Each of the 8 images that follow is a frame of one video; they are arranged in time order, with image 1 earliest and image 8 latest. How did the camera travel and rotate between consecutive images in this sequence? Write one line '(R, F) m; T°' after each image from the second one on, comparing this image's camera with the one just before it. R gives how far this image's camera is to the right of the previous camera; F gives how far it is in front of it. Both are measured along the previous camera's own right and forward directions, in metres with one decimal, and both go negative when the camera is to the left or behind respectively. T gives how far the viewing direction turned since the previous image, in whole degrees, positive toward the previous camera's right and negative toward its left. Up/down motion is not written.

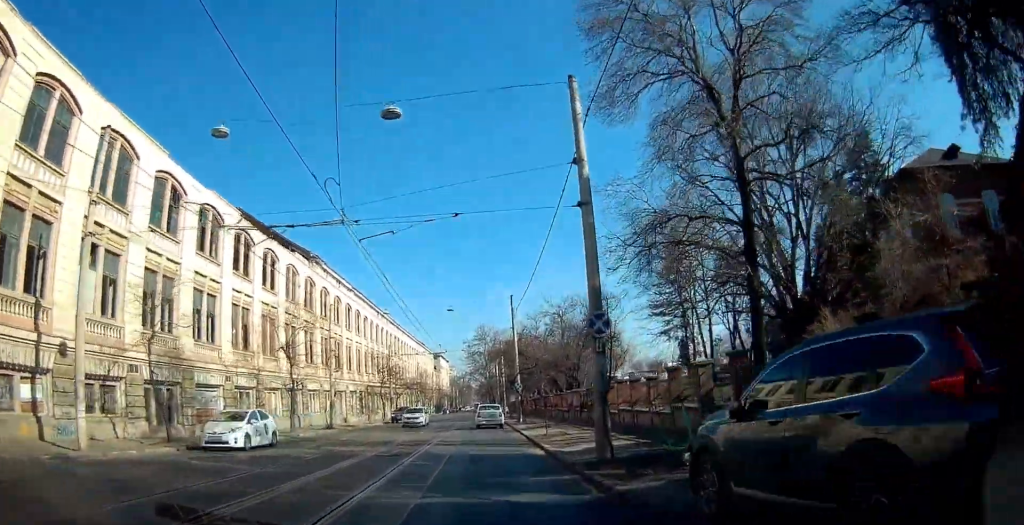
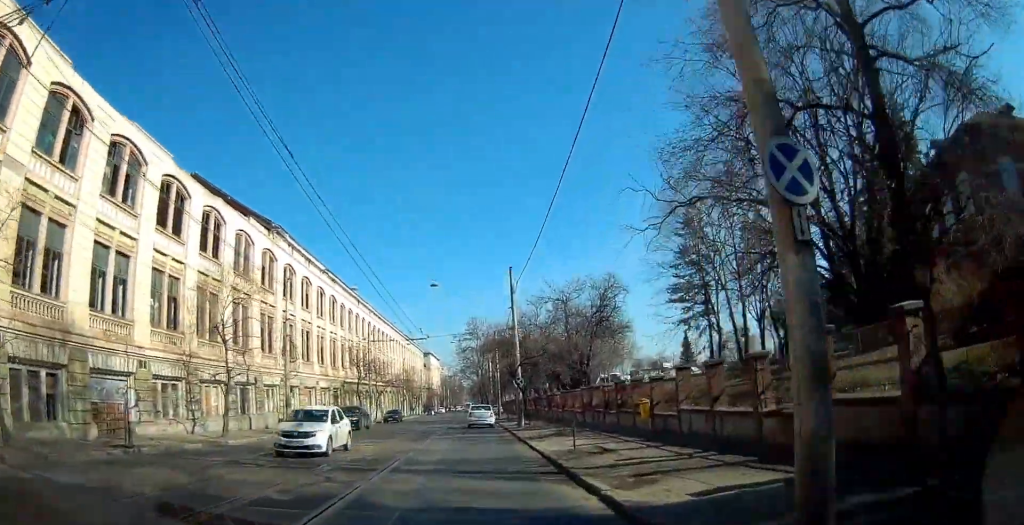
(+0.1, +8.9) m; 0°
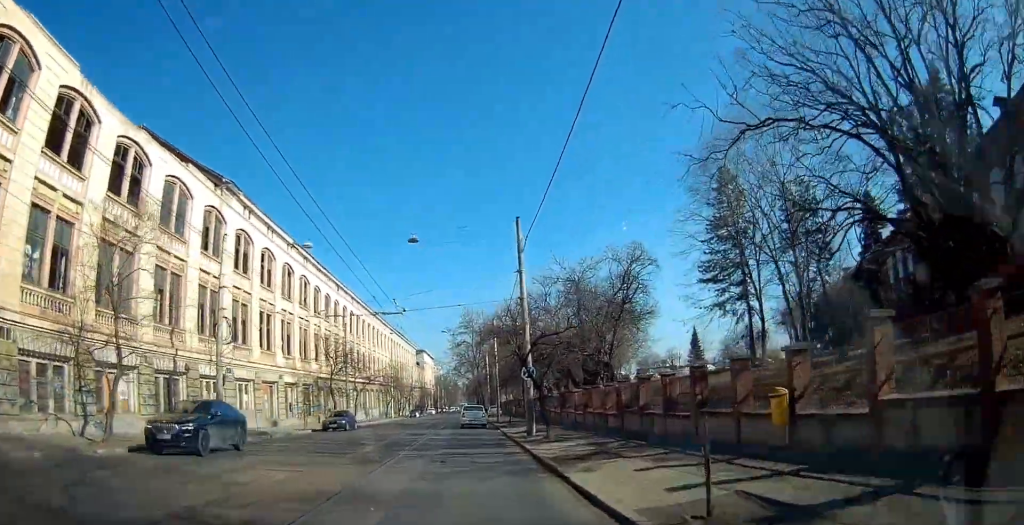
(-0.1, +9.4) m; -1°
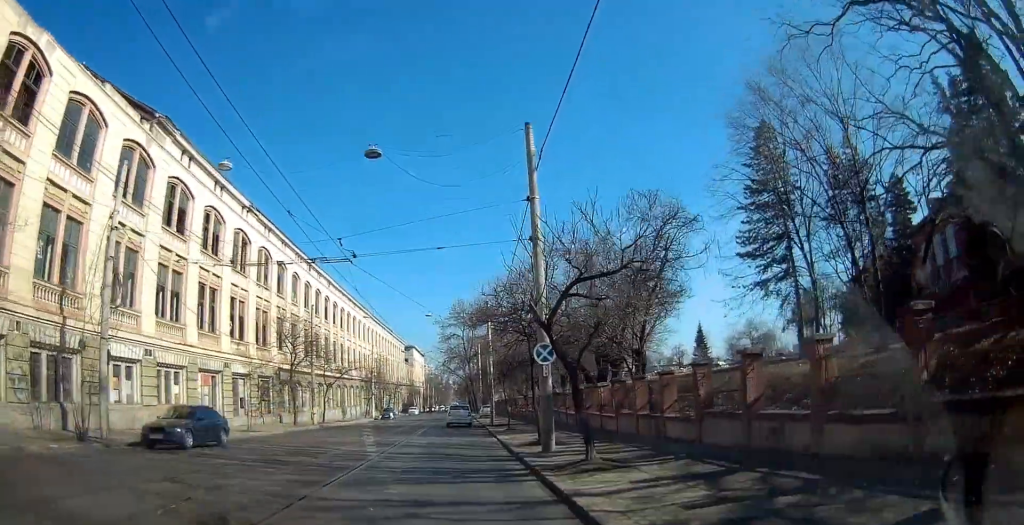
(-0.2, +8.9) m; -1°
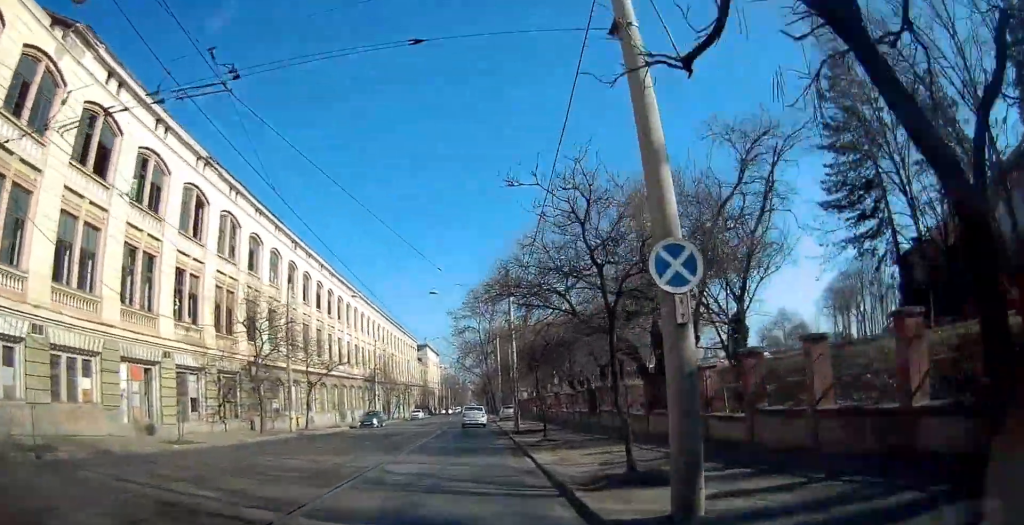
(+0.1, +9.7) m; 0°
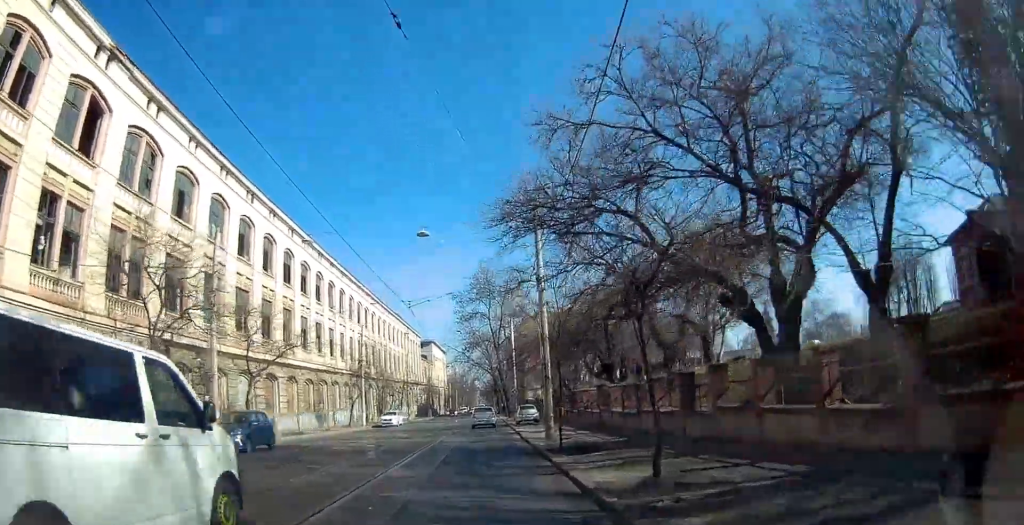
(-0.2, +12.1) m; -1°
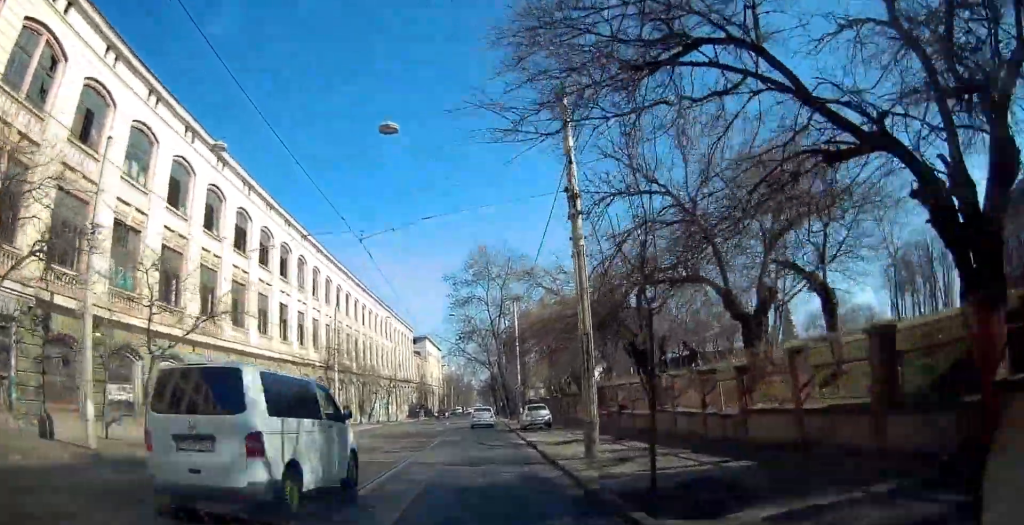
(0.0, +8.9) m; +1°
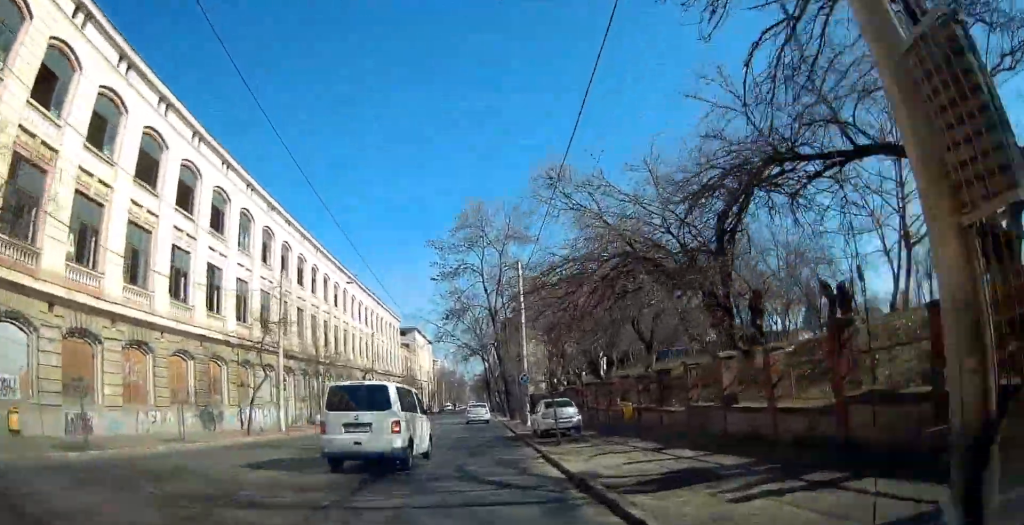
(+0.1, +11.3) m; +1°
